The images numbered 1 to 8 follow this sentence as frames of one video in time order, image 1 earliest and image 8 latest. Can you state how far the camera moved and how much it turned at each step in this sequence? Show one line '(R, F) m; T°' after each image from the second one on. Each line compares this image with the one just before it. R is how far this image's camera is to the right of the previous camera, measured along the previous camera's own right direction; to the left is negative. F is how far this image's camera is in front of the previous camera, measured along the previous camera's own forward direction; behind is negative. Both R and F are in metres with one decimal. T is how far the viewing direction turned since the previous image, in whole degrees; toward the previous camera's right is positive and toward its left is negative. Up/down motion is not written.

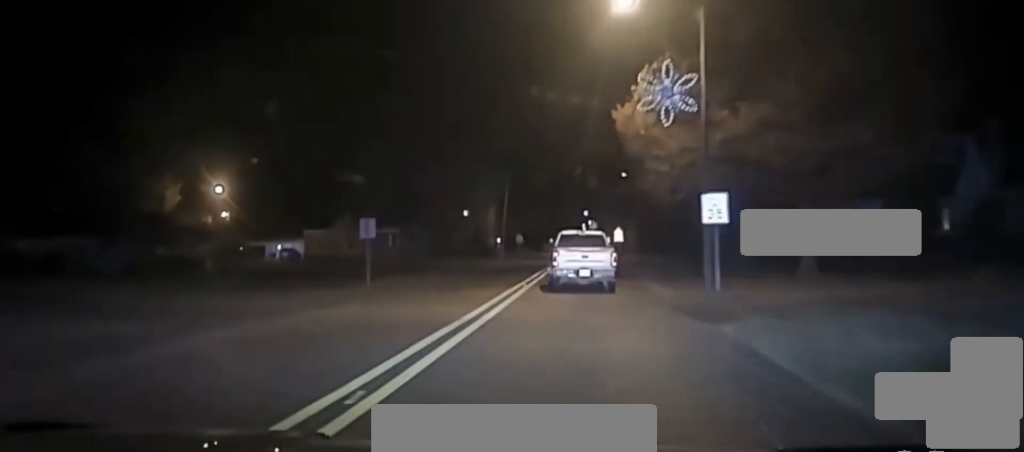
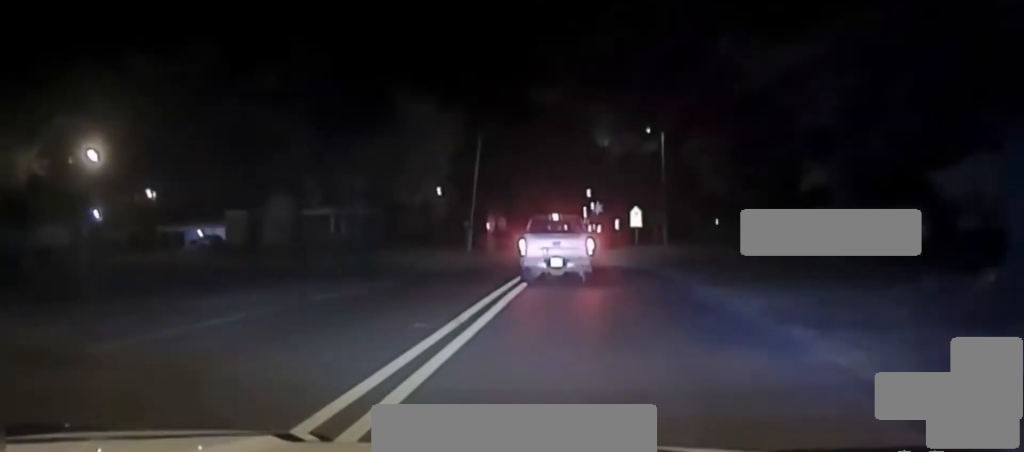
(0.0, +28.9) m; 0°
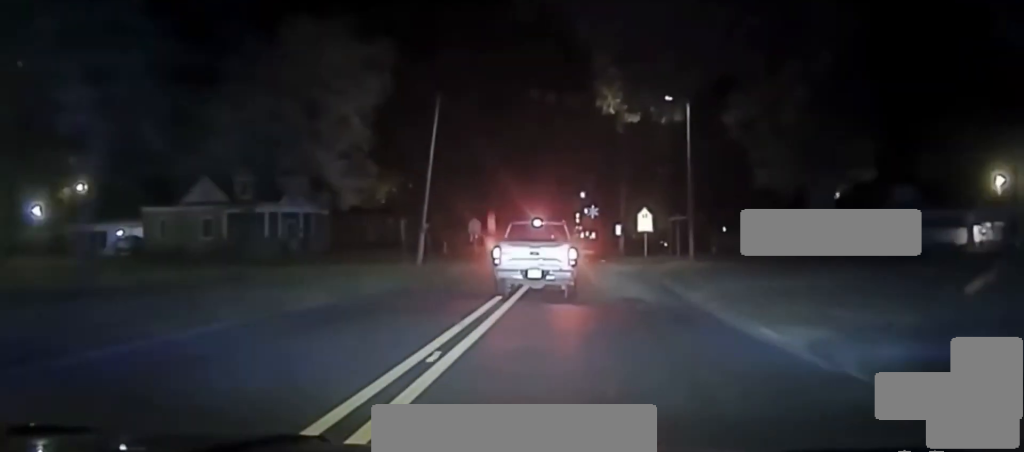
(0.0, +17.7) m; 0°
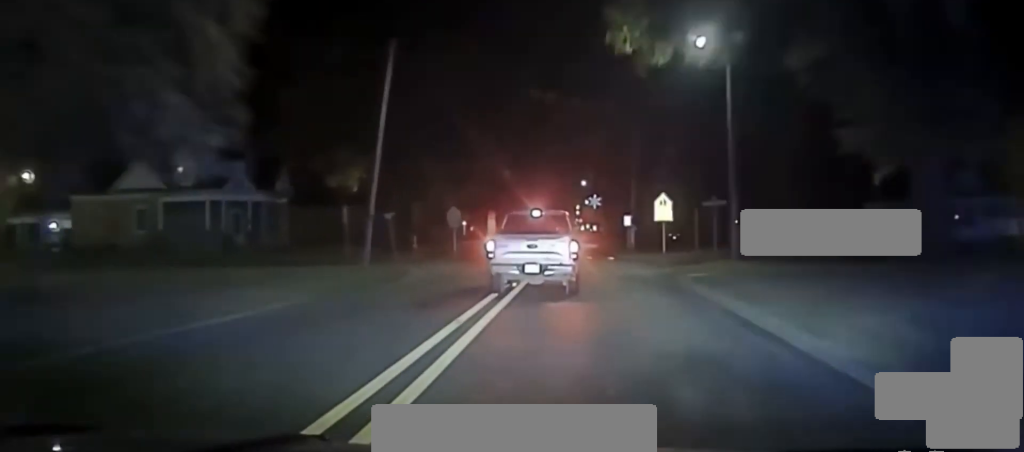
(0.0, +11.6) m; 0°
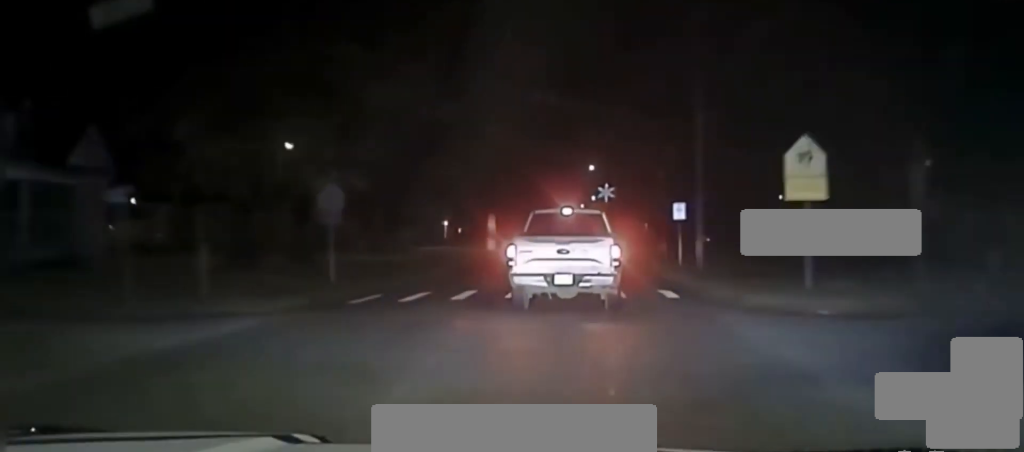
(0.0, +31.1) m; 0°
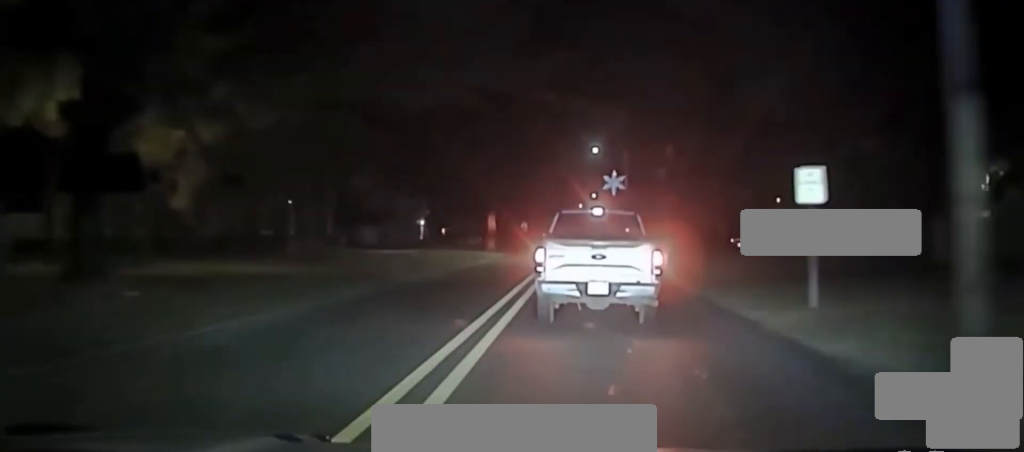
(0.0, +21.7) m; 0°
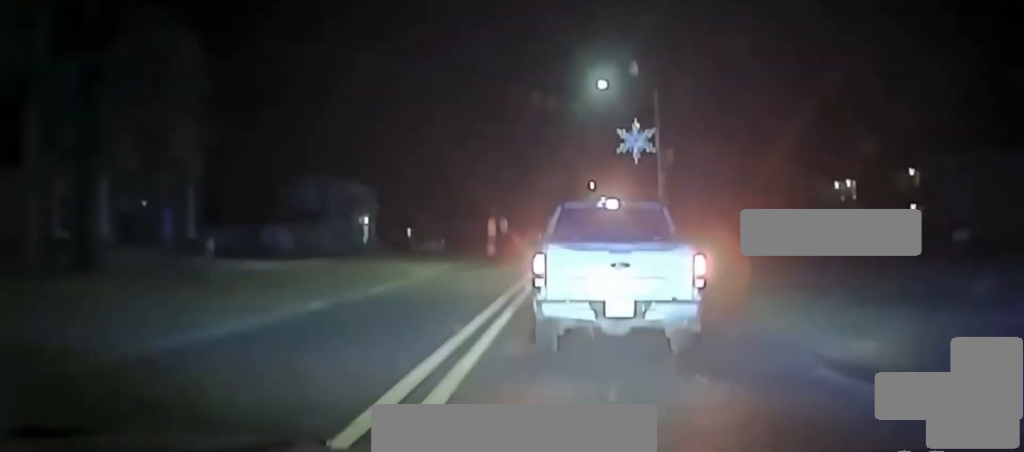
(+0.1, +26.2) m; +1°
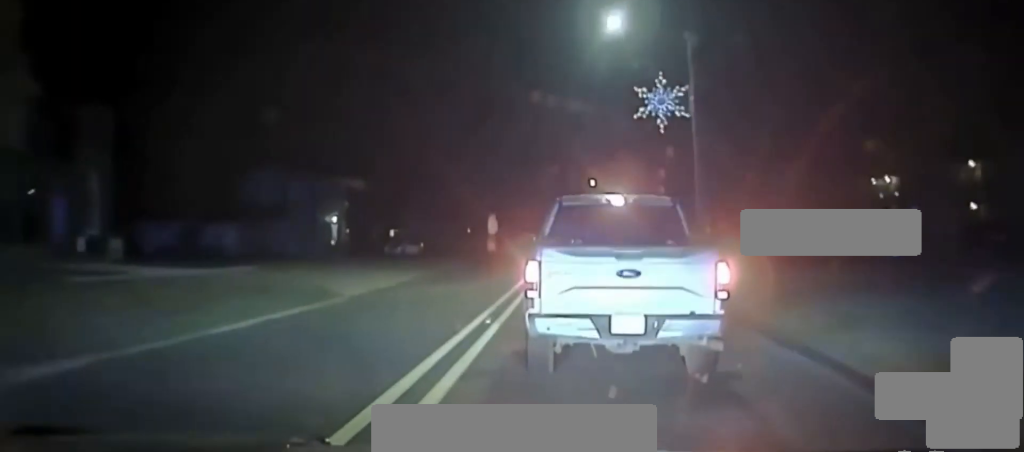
(0.0, +11.1) m; +1°
